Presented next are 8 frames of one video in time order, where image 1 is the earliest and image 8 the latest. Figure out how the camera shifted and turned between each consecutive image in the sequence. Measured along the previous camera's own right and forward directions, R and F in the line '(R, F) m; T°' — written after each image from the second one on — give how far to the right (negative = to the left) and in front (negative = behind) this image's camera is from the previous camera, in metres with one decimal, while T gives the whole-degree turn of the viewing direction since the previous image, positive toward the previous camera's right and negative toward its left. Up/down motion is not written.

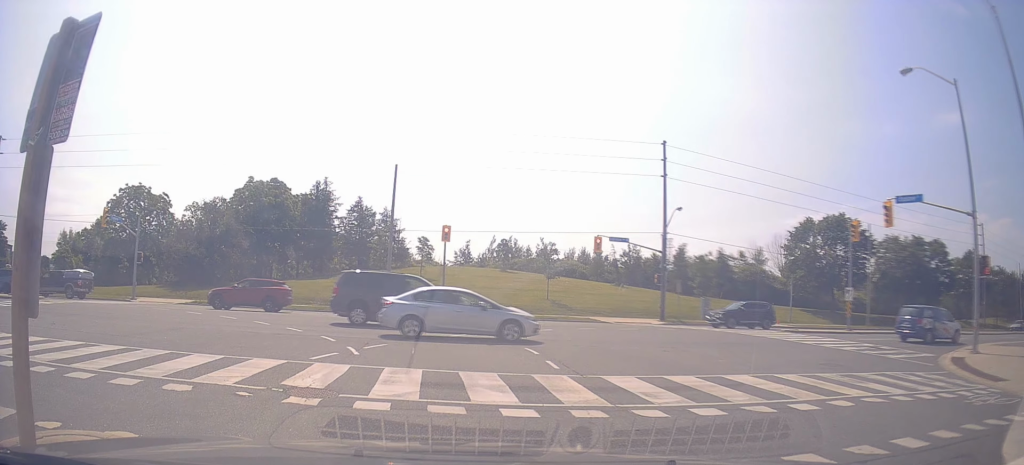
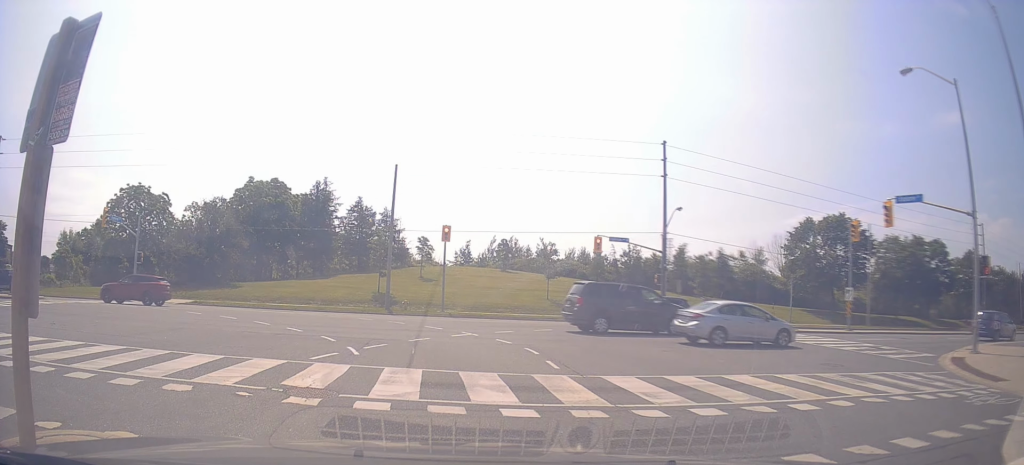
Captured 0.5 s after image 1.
(0.0, +0.1) m; 0°
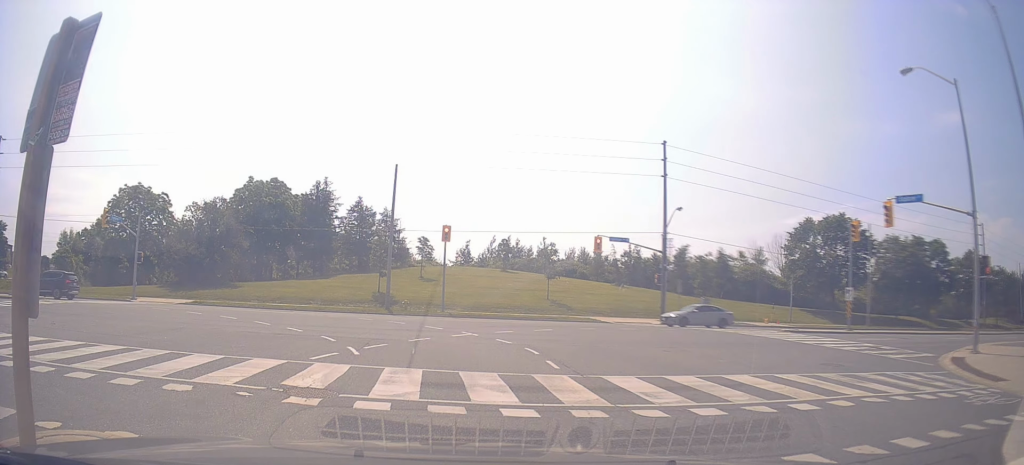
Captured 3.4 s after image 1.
(0.0, 0.0) m; 0°
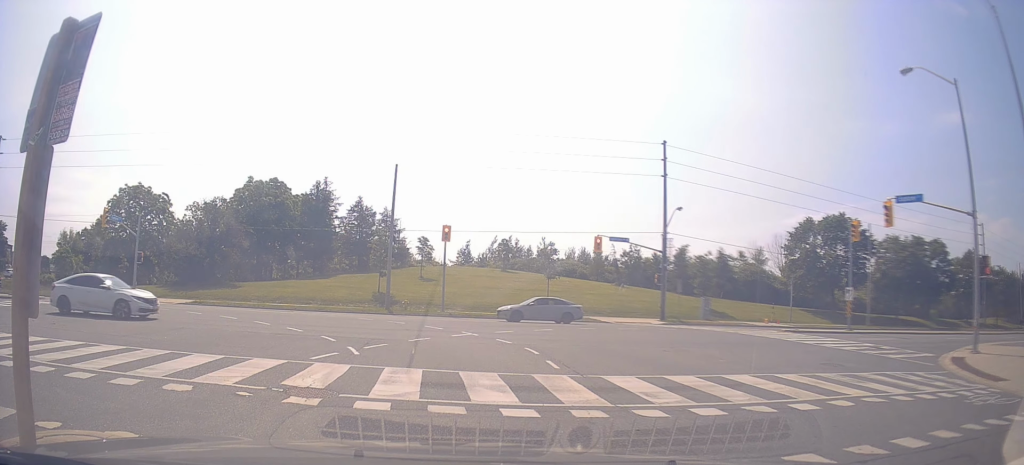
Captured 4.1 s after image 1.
(0.0, 0.0) m; 0°
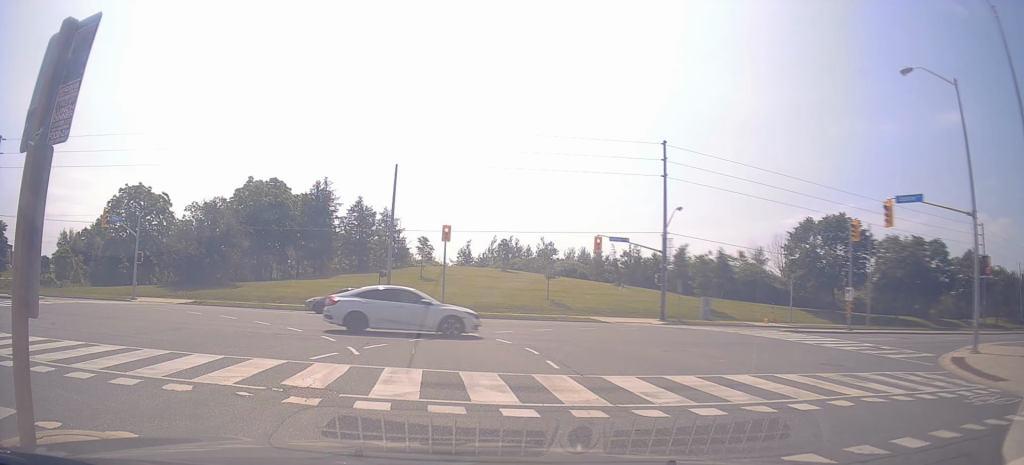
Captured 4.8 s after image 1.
(0.0, 0.0) m; 0°
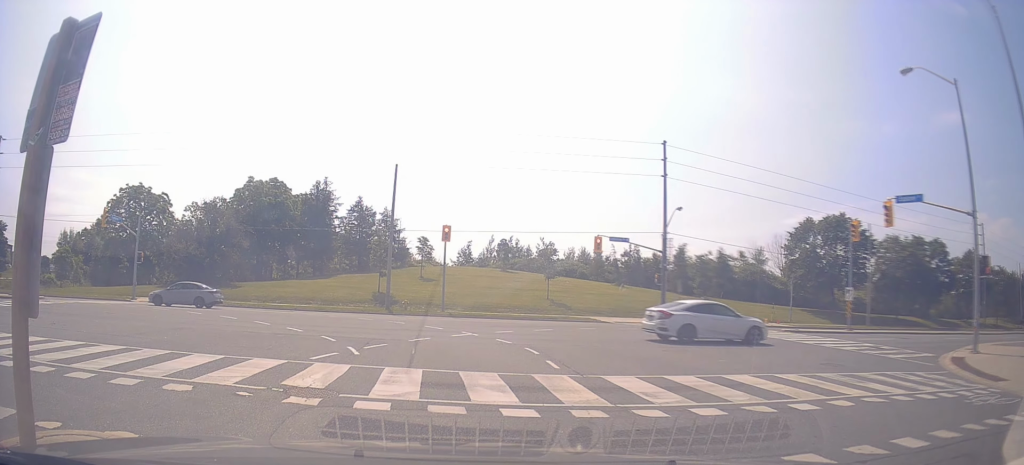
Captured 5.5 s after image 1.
(0.0, 0.0) m; 0°
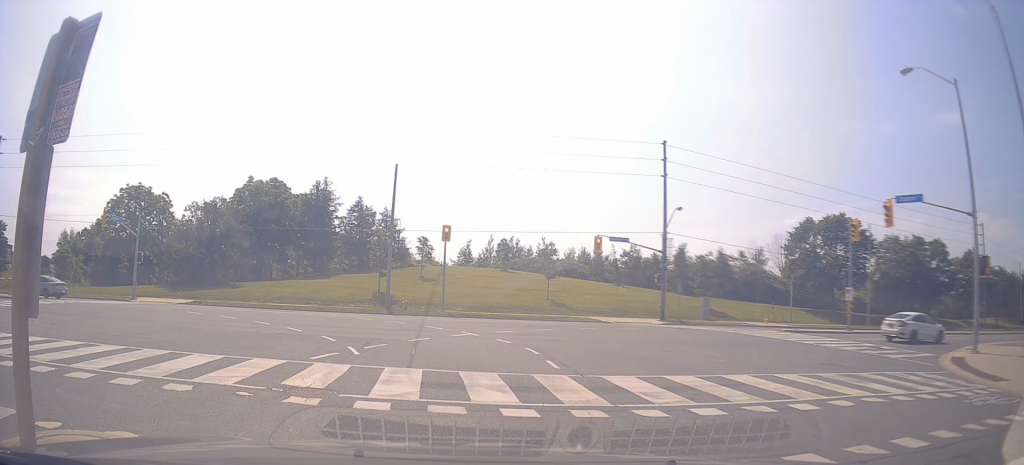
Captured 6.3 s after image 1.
(0.0, +0.1) m; 0°
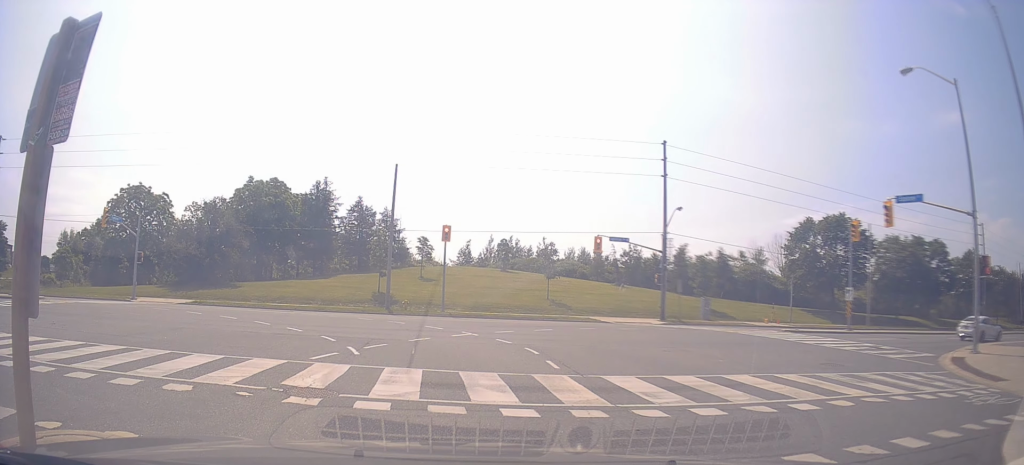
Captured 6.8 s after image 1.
(0.0, +0.1) m; 0°
